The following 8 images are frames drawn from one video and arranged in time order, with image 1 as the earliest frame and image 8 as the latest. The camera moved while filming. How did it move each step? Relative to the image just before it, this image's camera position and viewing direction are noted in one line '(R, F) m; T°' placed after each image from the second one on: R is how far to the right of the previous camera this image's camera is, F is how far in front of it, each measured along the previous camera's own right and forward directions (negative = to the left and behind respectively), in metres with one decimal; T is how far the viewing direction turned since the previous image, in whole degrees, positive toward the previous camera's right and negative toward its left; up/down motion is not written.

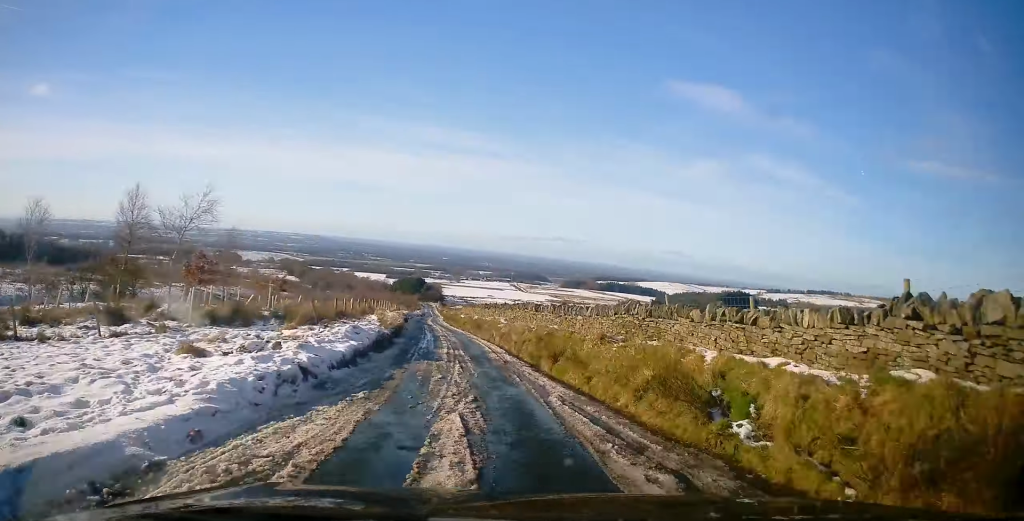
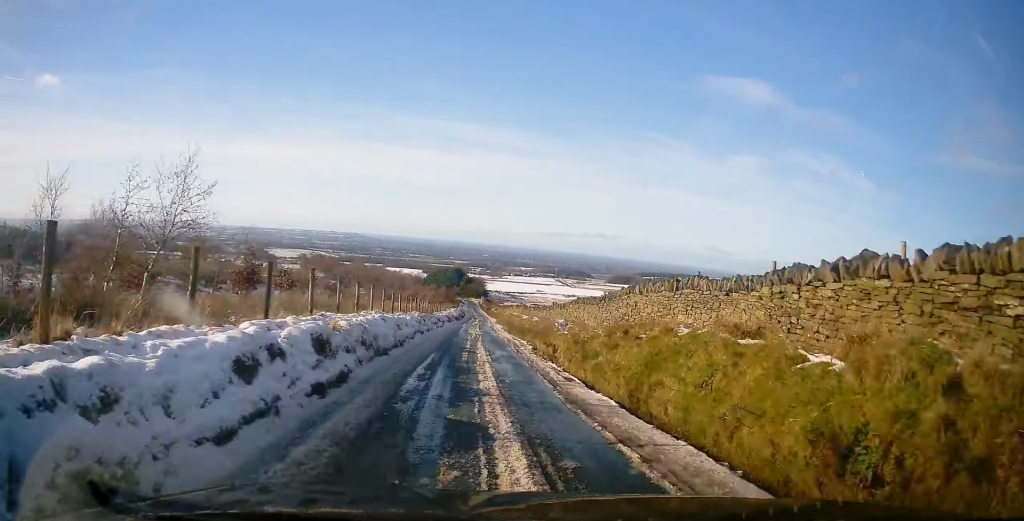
(+0.6, +61.6) m; +1°
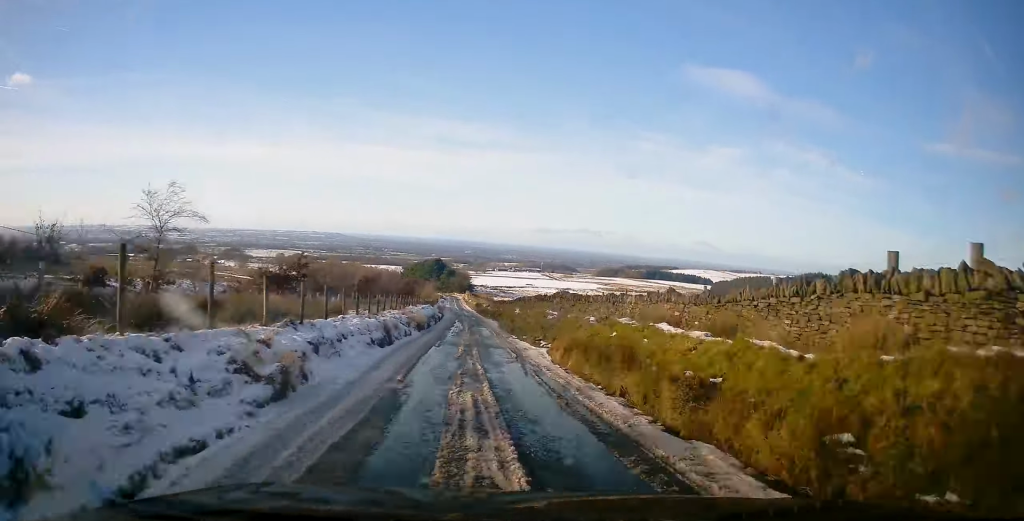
(+0.6, +38.1) m; +1°
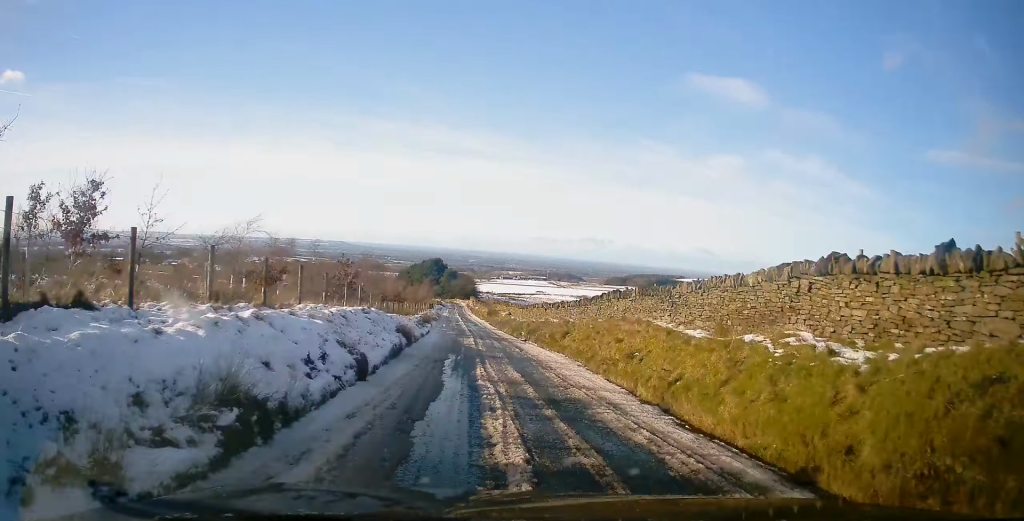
(+0.3, +35.3) m; 0°
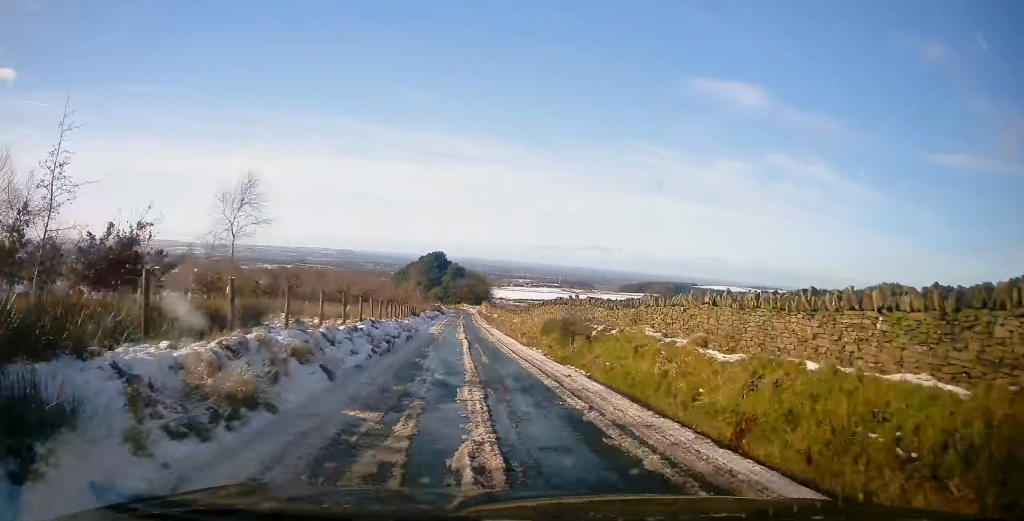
(-0.8, +47.9) m; -1°
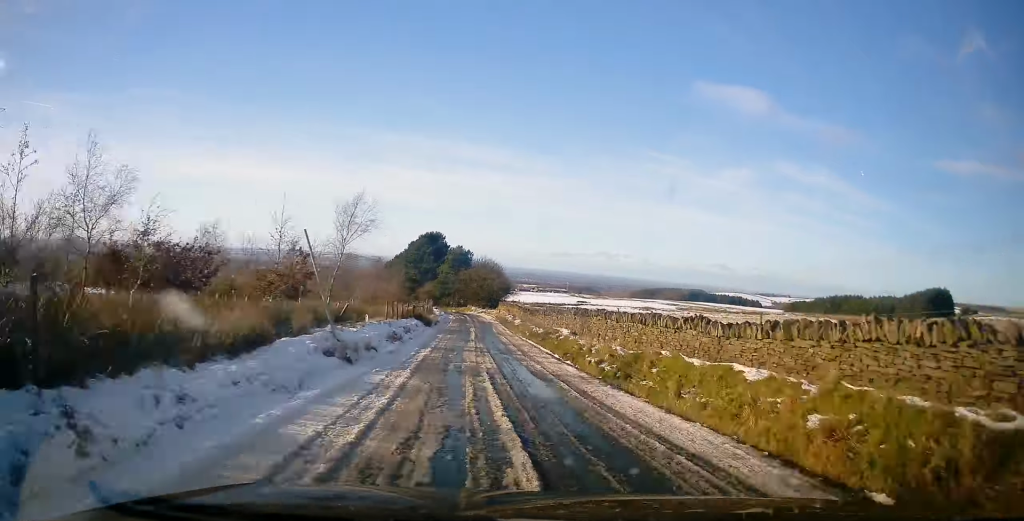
(-0.3, +45.4) m; -2°
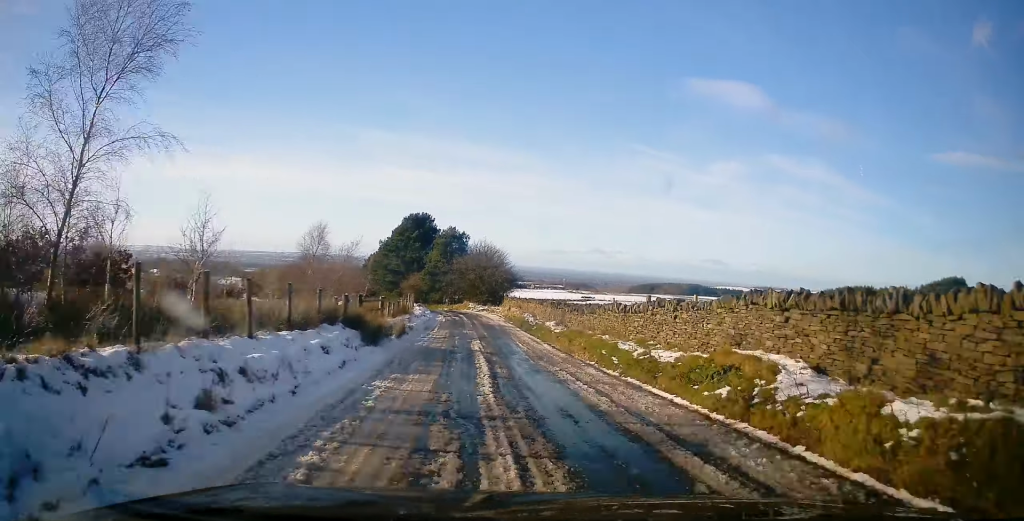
(+0.7, +18.8) m; -2°
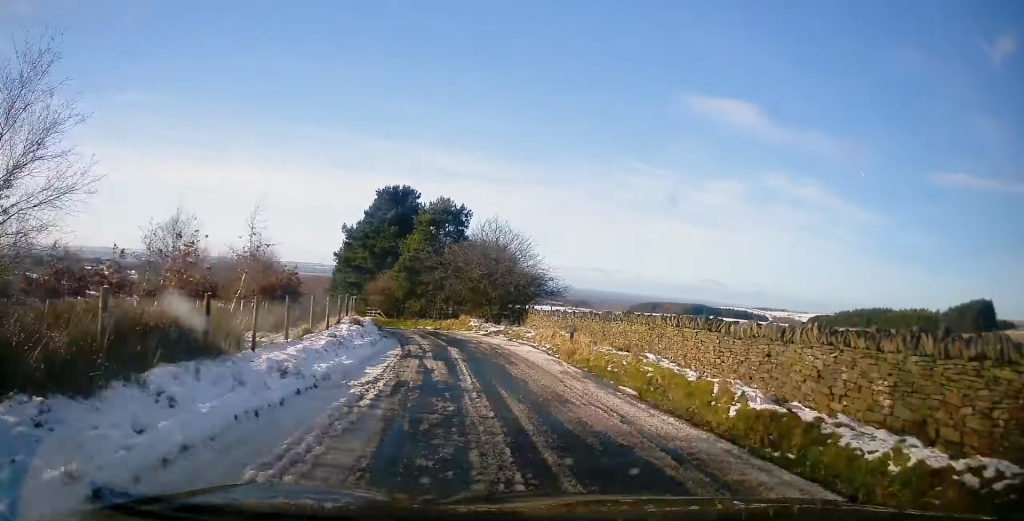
(-1.3, +29.6) m; -6°
